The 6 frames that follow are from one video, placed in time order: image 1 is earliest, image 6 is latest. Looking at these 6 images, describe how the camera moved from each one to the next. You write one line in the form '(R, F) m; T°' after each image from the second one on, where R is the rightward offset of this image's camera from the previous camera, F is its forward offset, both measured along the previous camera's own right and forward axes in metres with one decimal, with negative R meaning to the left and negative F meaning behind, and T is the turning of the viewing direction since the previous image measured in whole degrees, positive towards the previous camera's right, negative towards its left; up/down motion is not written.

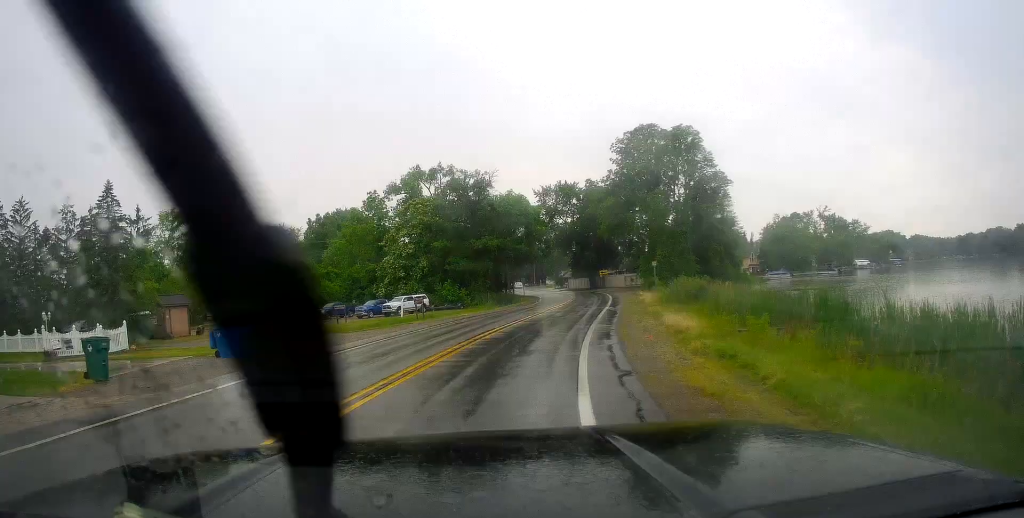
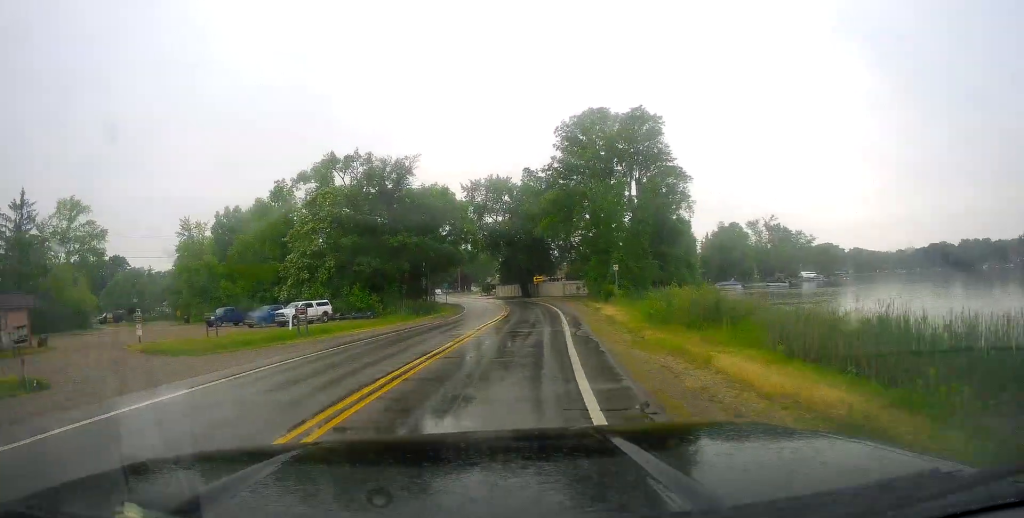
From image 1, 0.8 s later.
(+0.7, +11.1) m; +7°
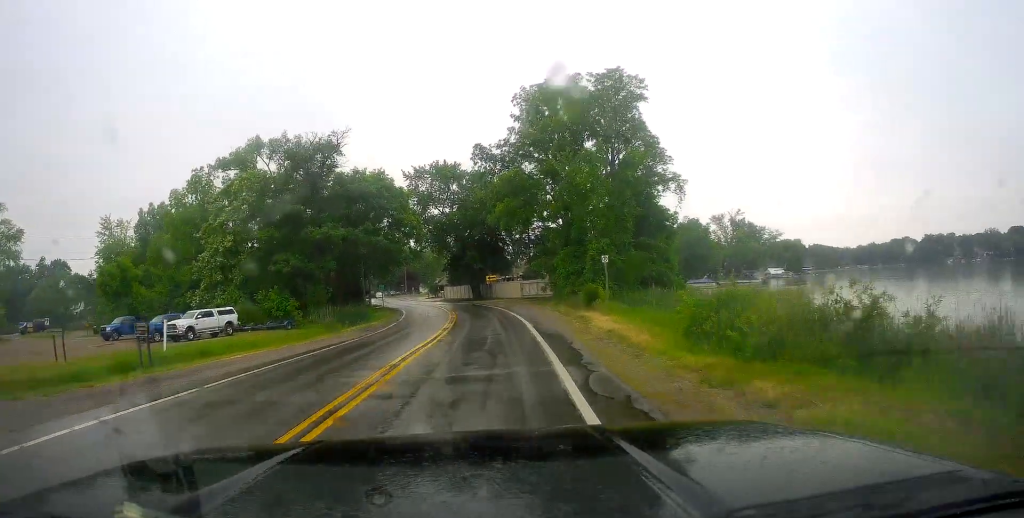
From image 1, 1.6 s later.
(+0.1, +10.8) m; +6°
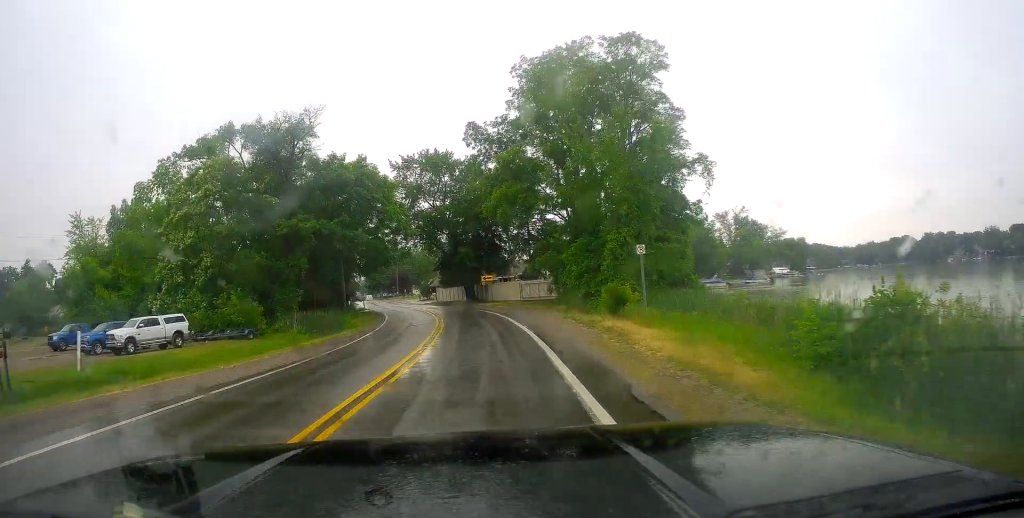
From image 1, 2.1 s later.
(+0.7, +6.9) m; +3°
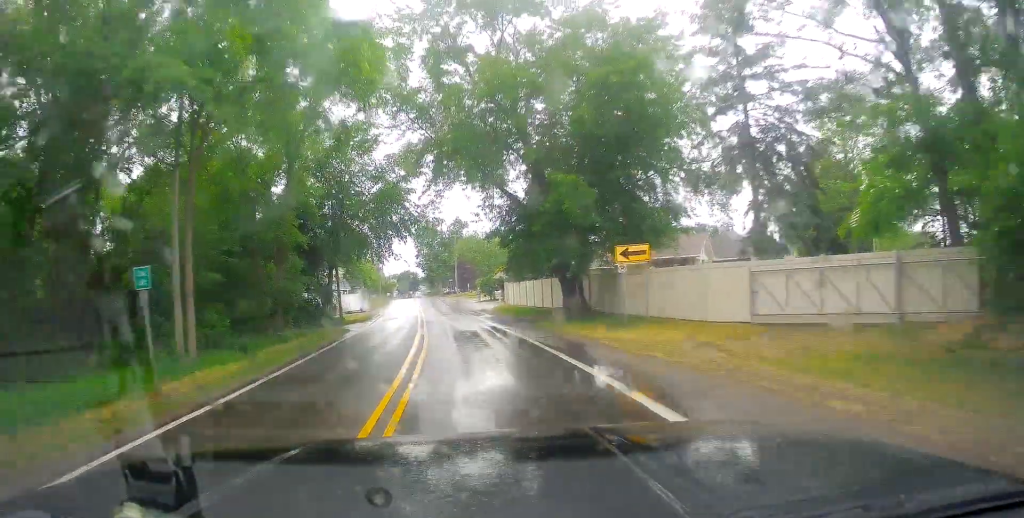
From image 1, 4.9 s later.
(-0.4, +39.5) m; -5°
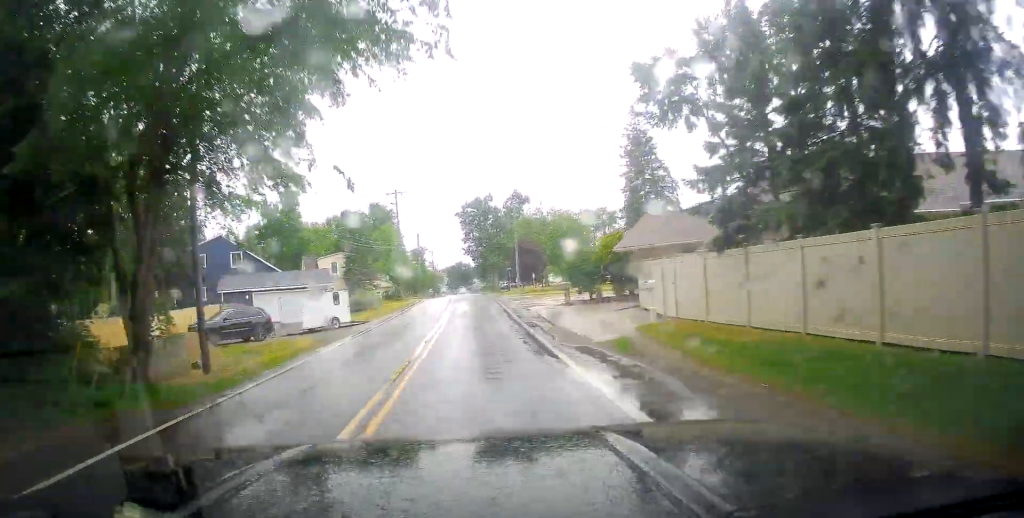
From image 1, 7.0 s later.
(-2.2, +33.1) m; -6°
